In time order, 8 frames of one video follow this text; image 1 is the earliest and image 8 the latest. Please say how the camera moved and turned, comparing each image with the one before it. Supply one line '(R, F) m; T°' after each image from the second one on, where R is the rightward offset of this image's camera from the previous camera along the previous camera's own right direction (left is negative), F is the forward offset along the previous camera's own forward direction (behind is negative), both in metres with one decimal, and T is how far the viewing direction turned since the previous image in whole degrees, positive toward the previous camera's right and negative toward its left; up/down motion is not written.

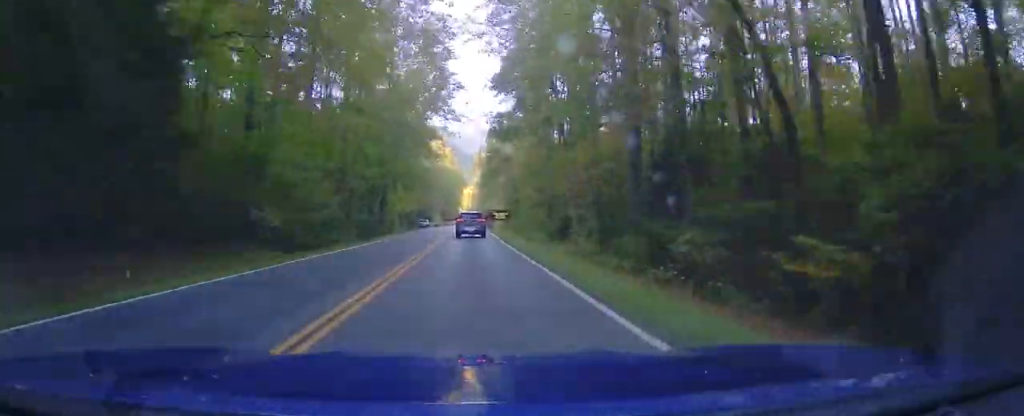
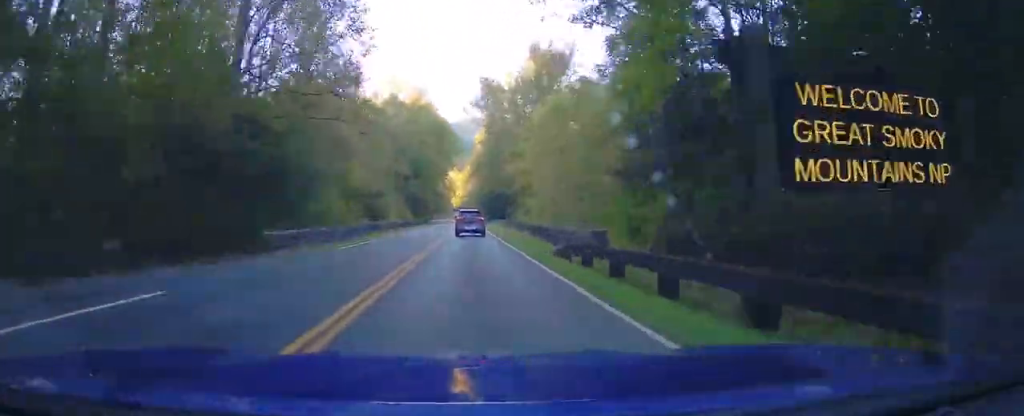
(+2.2, +103.5) m; +1°
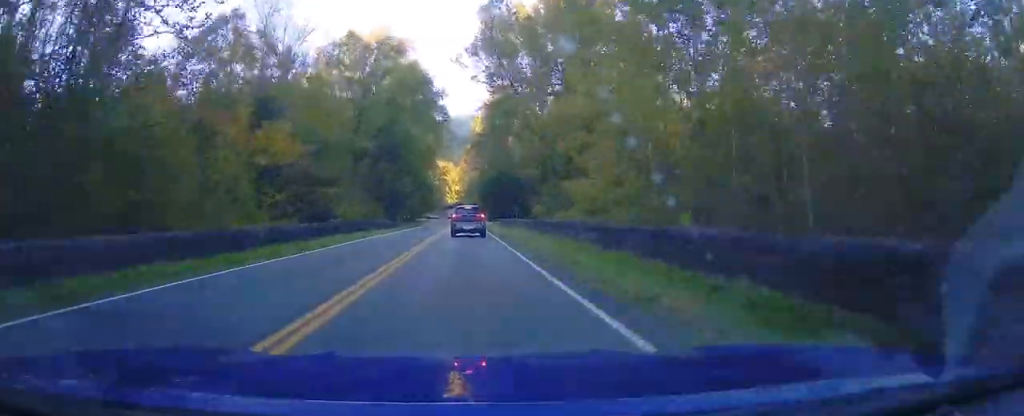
(0.0, +32.0) m; 0°
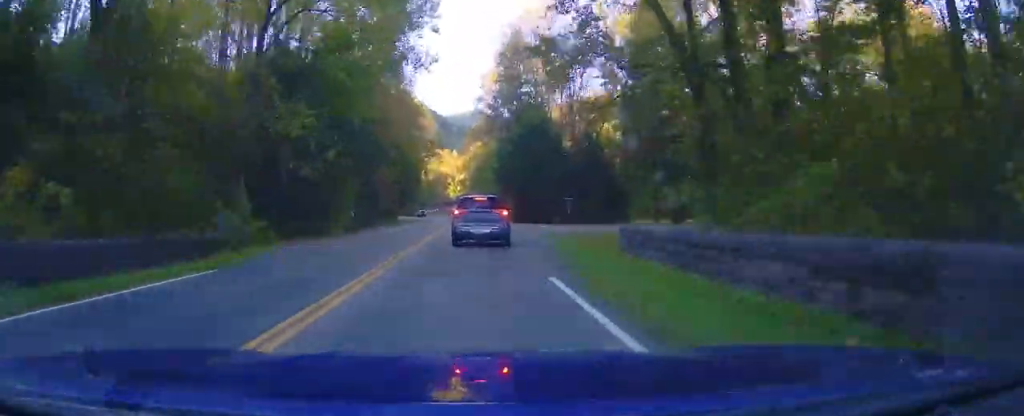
(+0.2, +53.8) m; -2°
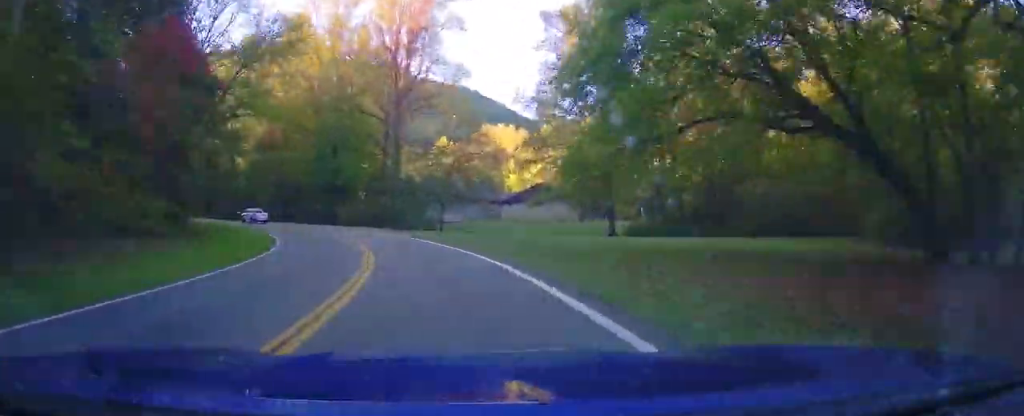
(-14.0, +111.9) m; -17°
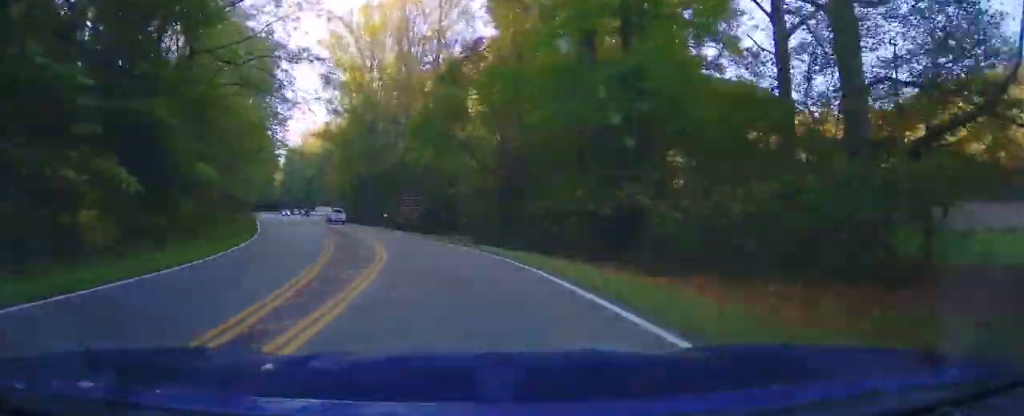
(+2.7, +49.0) m; -16°
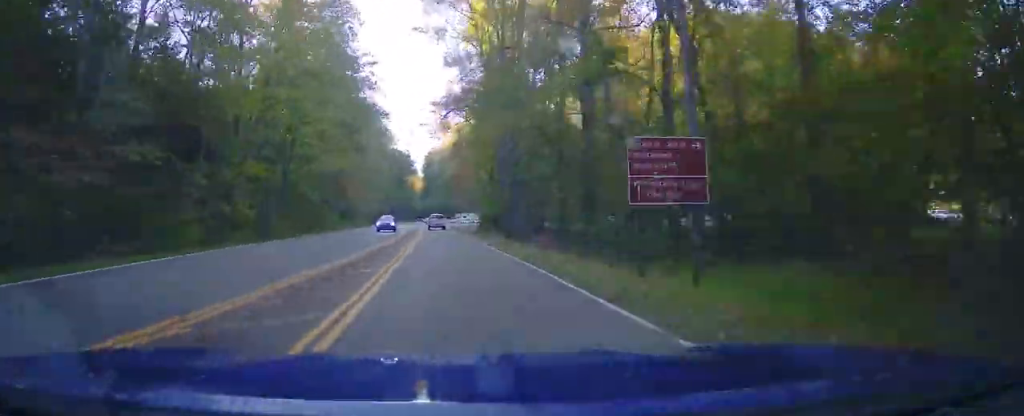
(-12.3, +36.9) m; -13°
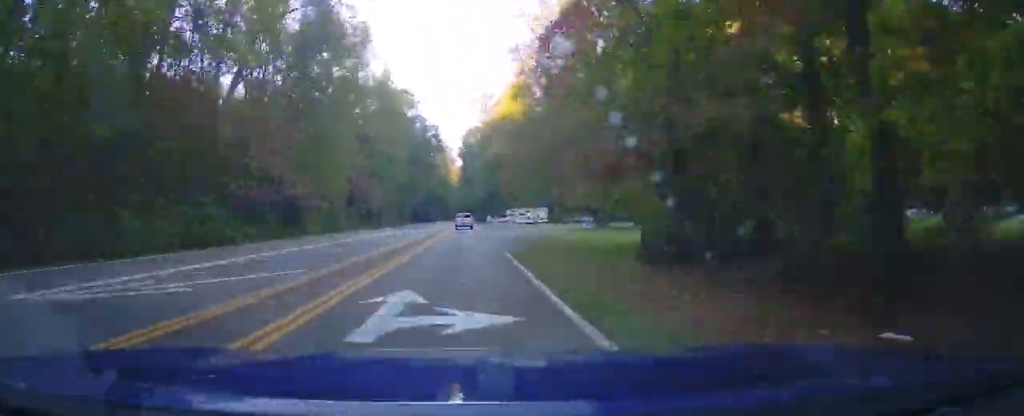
(-8.5, +59.5) m; -9°
